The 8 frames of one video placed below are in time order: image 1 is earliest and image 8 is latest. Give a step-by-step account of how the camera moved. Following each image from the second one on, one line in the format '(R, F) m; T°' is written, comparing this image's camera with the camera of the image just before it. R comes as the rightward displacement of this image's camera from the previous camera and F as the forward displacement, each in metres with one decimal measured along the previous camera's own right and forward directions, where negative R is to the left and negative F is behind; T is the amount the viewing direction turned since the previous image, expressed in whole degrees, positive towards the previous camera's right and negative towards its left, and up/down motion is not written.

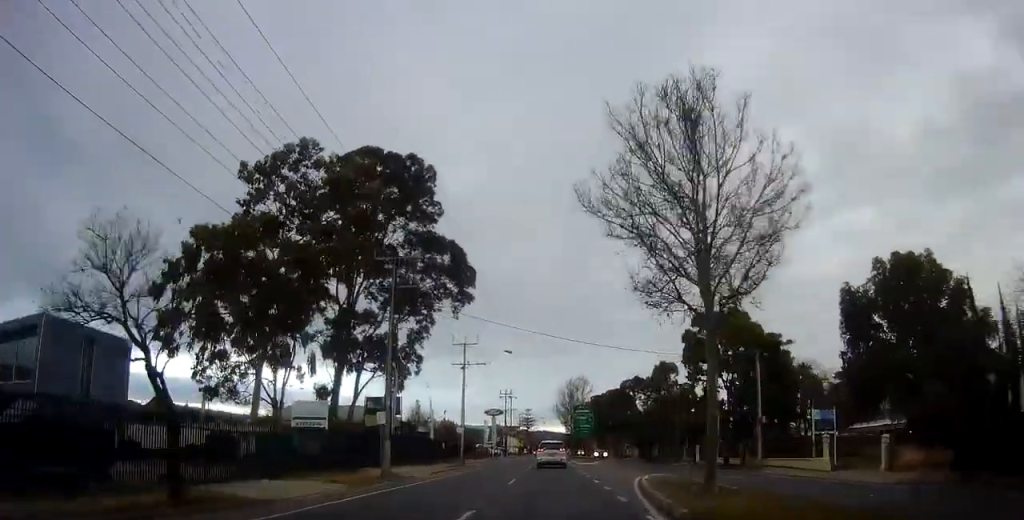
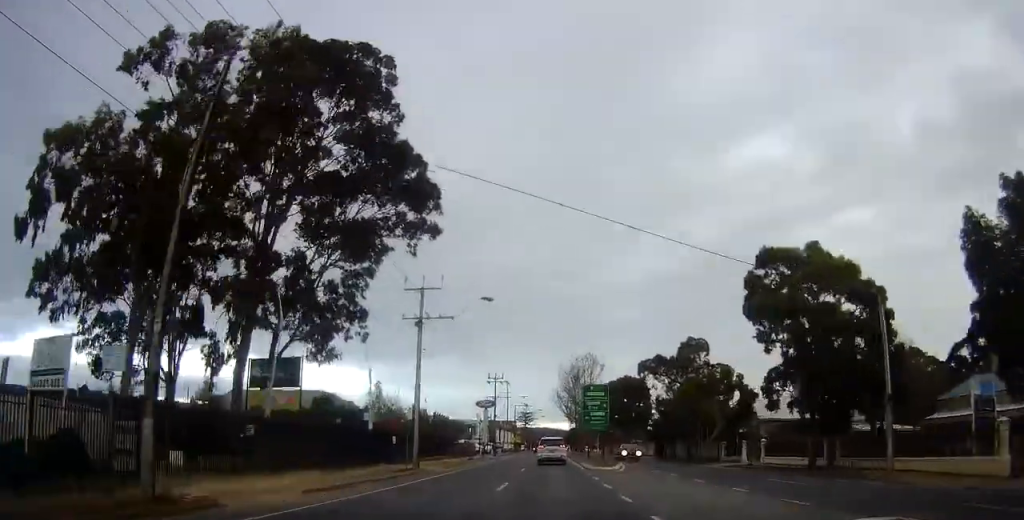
(-0.6, +16.0) m; -1°
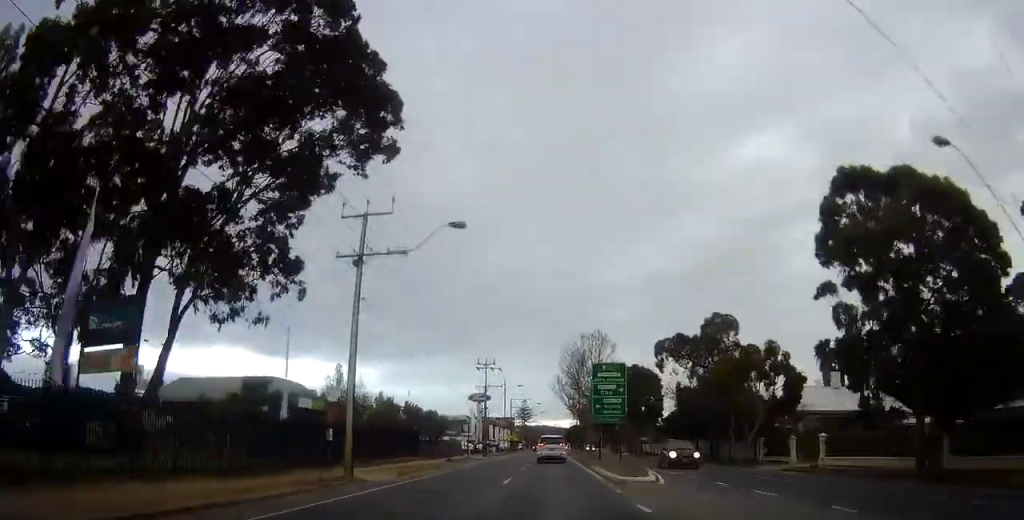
(-0.2, +10.4) m; +2°
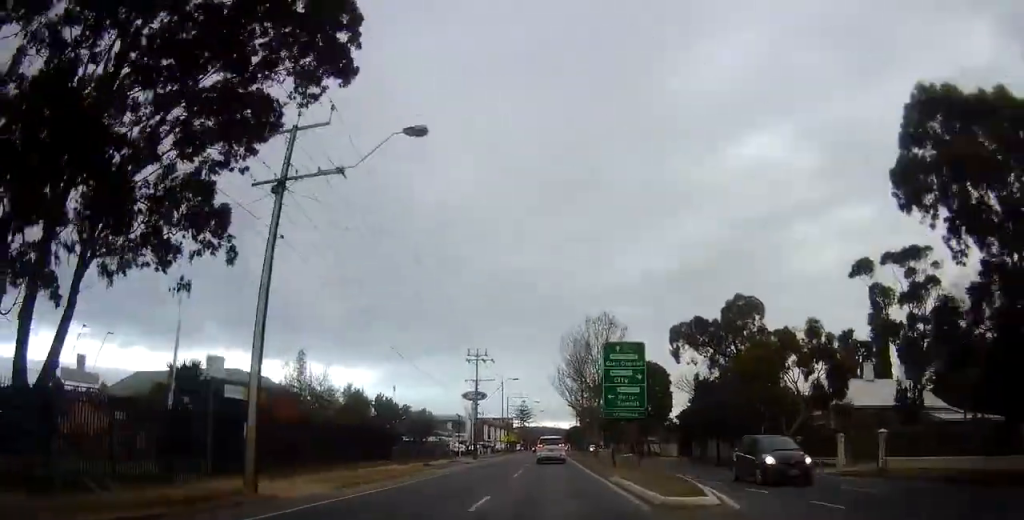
(+0.3, +7.0) m; +1°
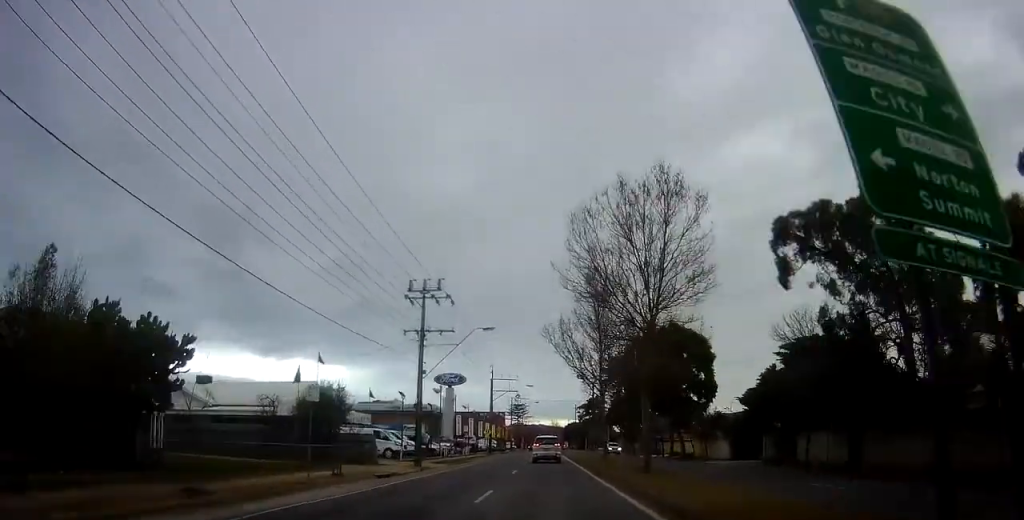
(+0.3, +22.8) m; +1°
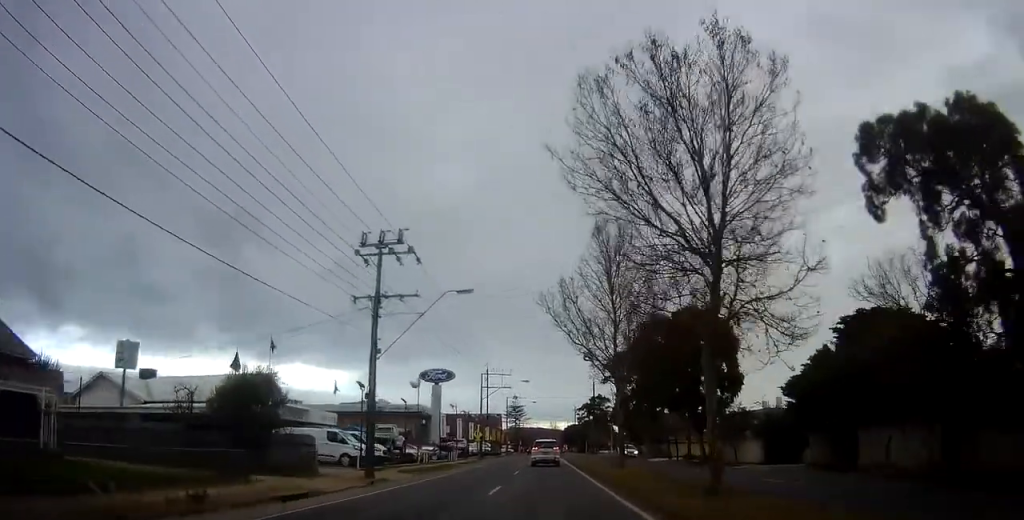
(+0.1, +8.4) m; -1°
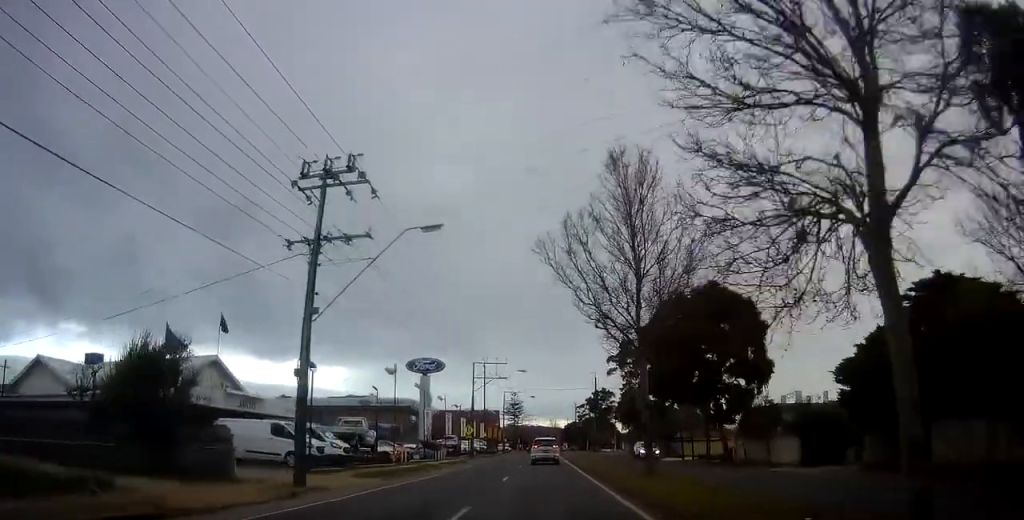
(+0.3, +6.8) m; -1°
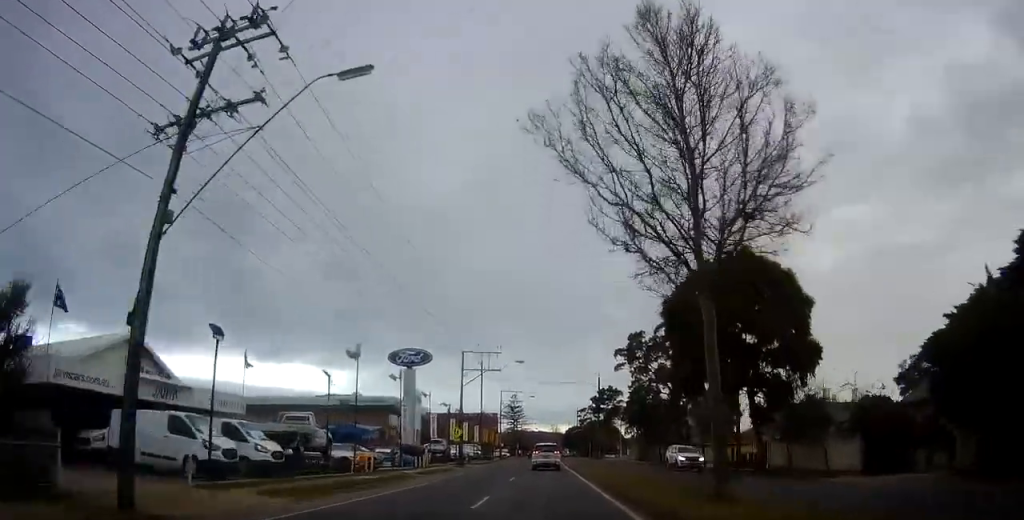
(-0.1, +7.8) m; -1°
